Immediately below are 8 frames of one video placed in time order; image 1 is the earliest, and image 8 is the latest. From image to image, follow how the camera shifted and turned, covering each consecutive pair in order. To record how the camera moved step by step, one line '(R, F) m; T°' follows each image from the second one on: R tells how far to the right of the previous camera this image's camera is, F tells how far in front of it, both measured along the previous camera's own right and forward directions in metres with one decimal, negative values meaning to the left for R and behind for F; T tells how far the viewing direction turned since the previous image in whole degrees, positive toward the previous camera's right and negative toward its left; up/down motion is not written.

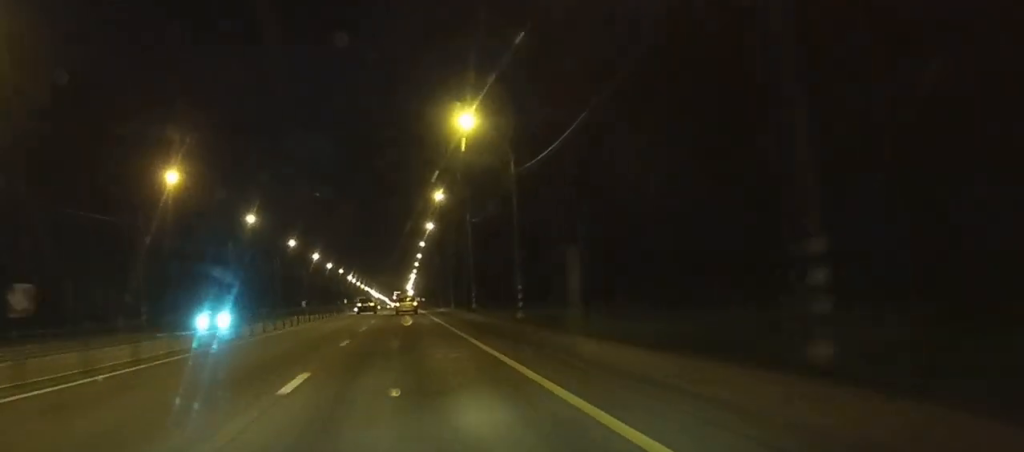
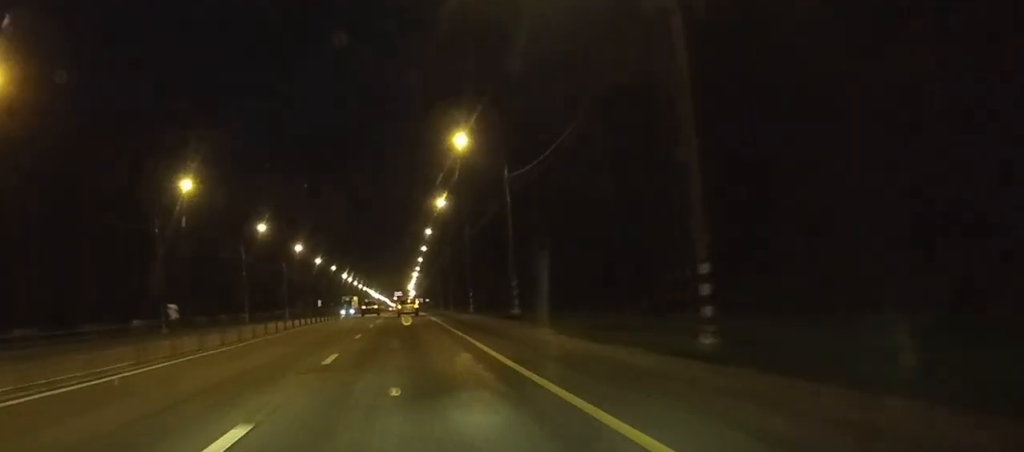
(0.0, +22.4) m; 0°
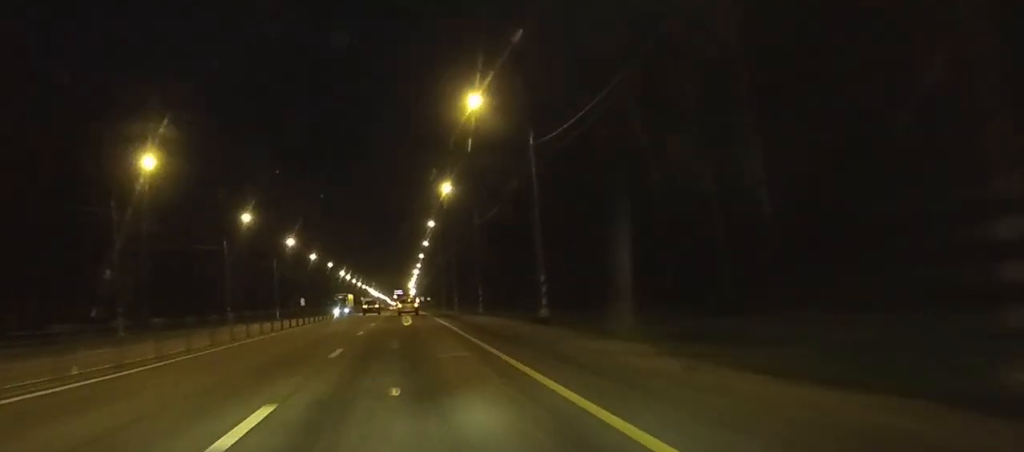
(0.0, +8.6) m; 0°
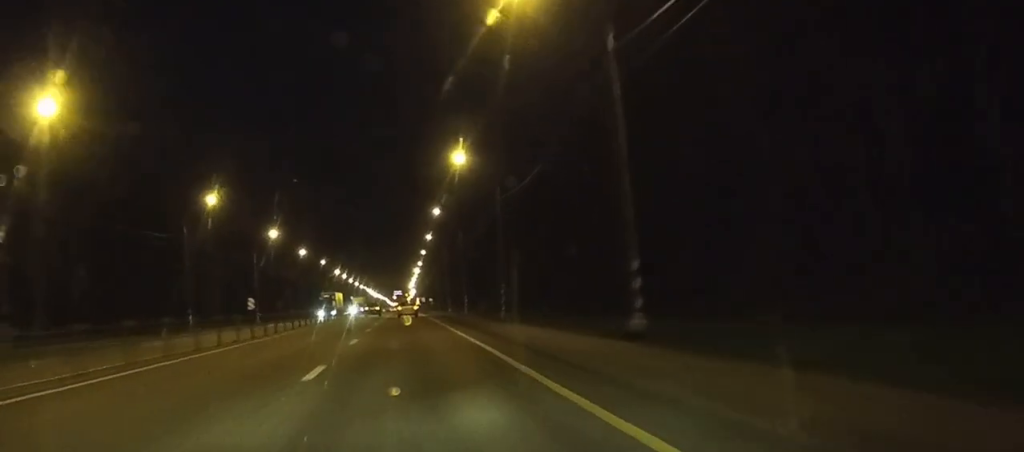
(0.0, +15.3) m; 0°
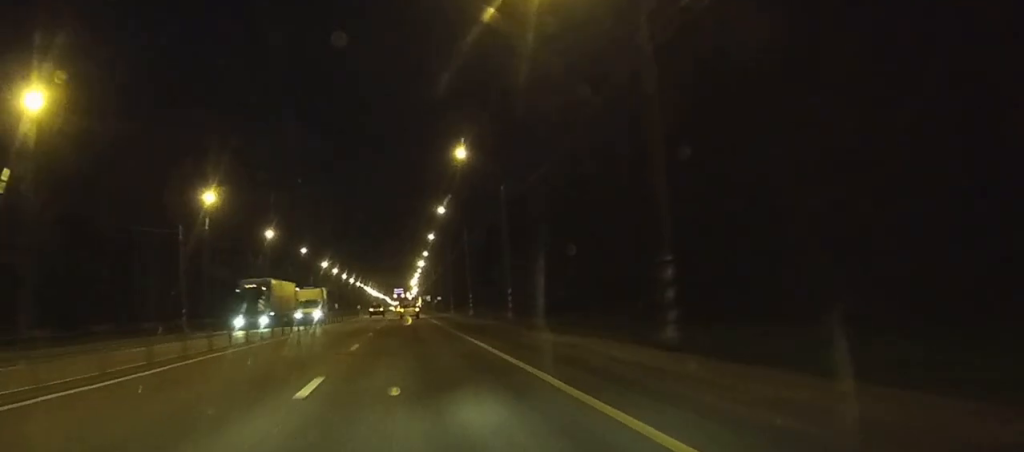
(-0.1, +40.1) m; 0°
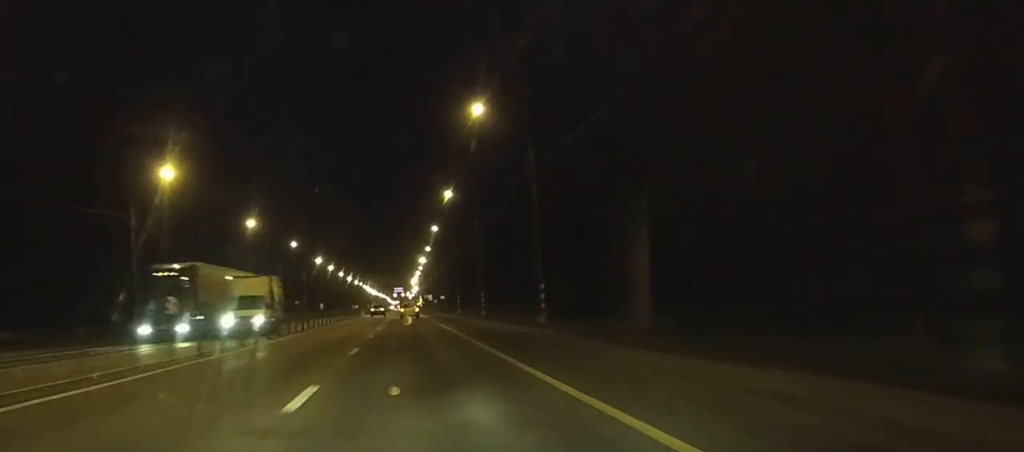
(0.0, +14.9) m; 0°
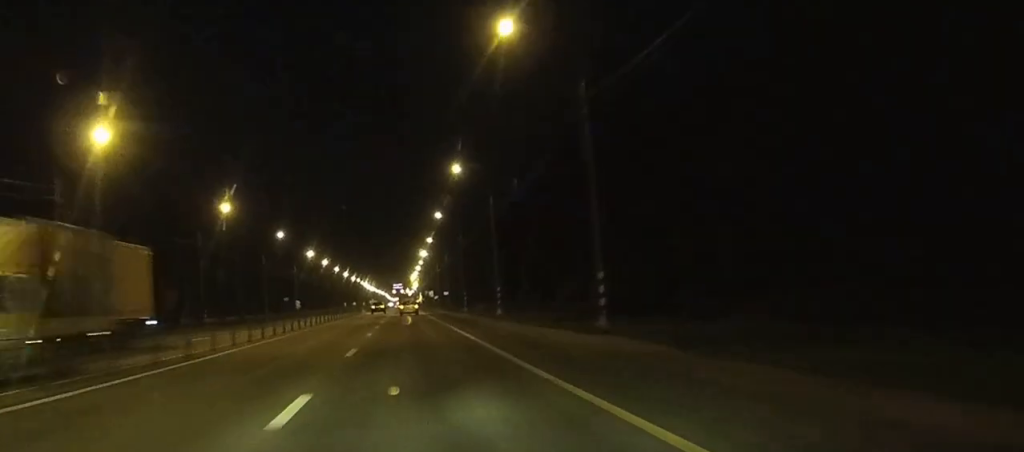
(0.0, +15.0) m; 0°
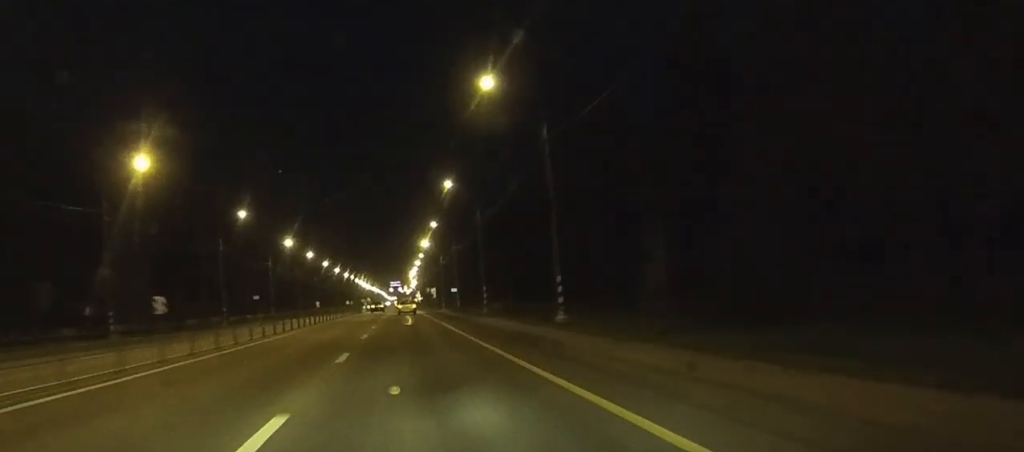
(0.0, +25.1) m; 0°
